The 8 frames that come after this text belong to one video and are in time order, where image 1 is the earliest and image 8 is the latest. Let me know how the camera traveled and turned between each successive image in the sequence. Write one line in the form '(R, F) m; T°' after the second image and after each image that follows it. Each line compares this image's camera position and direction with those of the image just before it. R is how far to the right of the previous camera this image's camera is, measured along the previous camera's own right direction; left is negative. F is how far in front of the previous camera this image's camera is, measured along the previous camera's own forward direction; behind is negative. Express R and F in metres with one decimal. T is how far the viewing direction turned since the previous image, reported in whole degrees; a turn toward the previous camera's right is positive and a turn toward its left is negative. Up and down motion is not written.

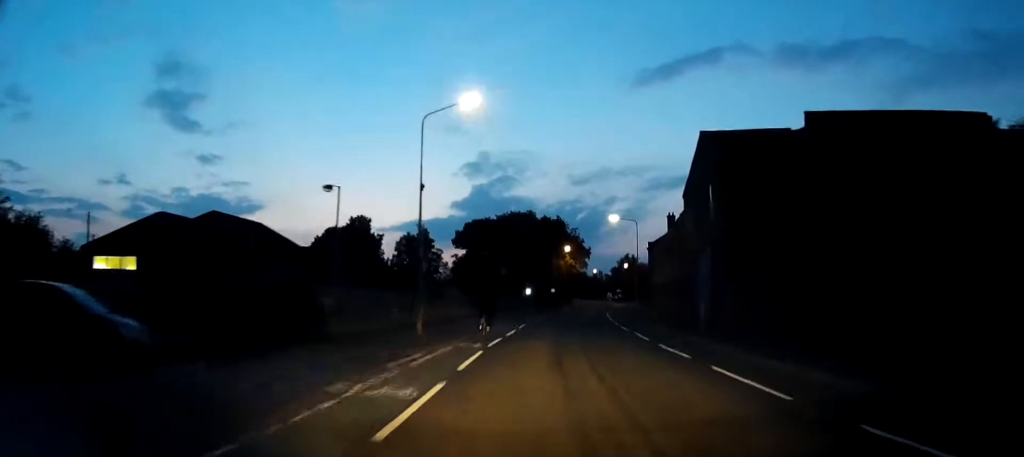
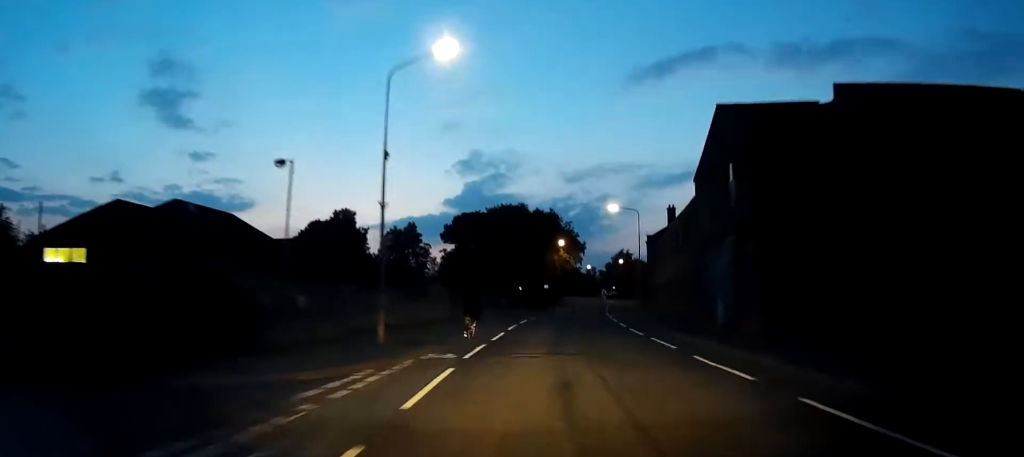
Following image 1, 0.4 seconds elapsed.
(-0.1, +4.6) m; +1°
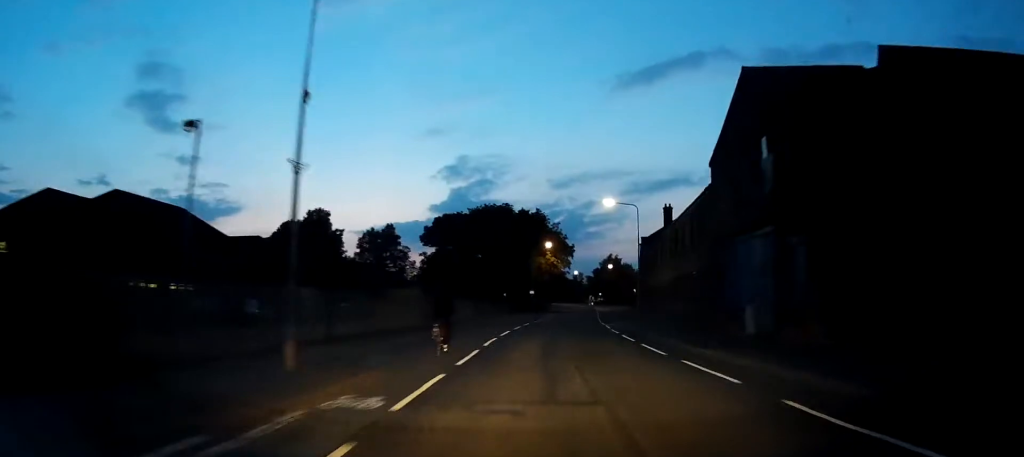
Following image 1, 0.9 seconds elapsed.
(+0.3, +6.4) m; +1°
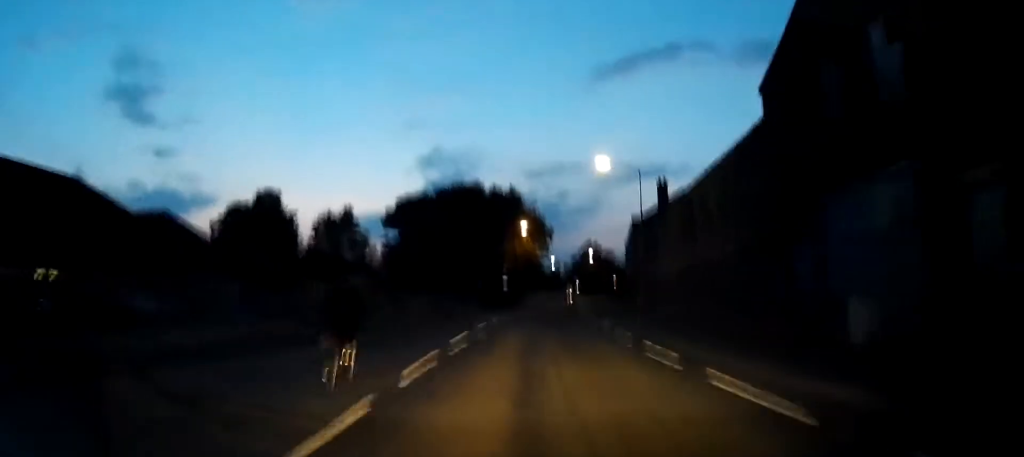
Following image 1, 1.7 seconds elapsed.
(+0.3, +10.8) m; +3°
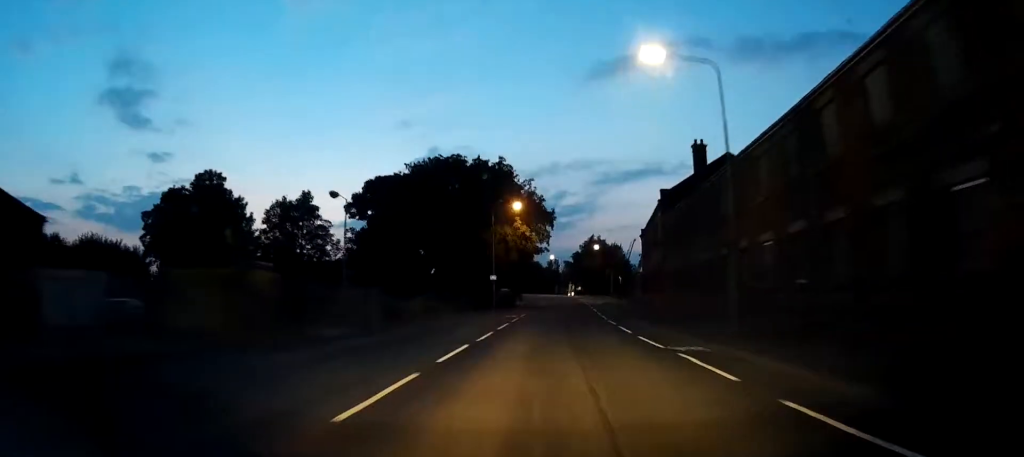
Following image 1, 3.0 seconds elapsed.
(+0.6, +17.2) m; +4°
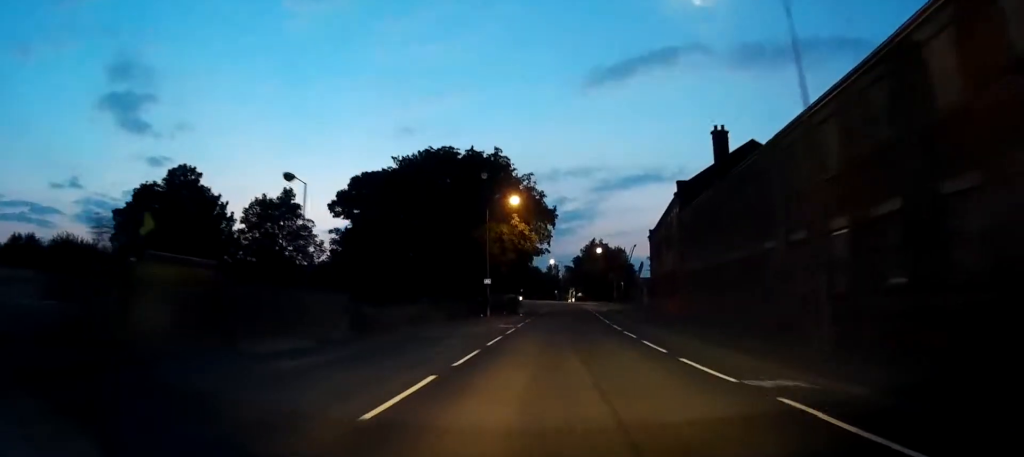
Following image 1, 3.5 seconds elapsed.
(+0.1, +6.2) m; +1°
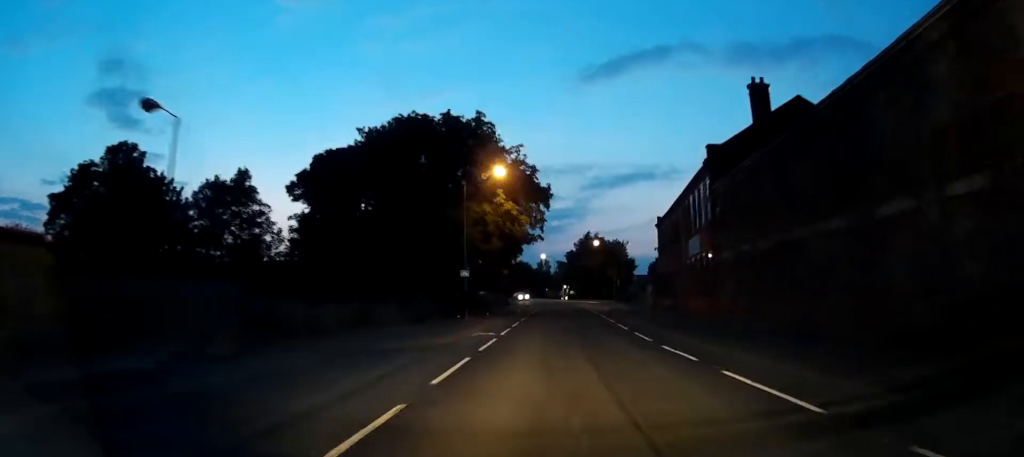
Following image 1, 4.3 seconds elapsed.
(+0.1, +10.2) m; -1°
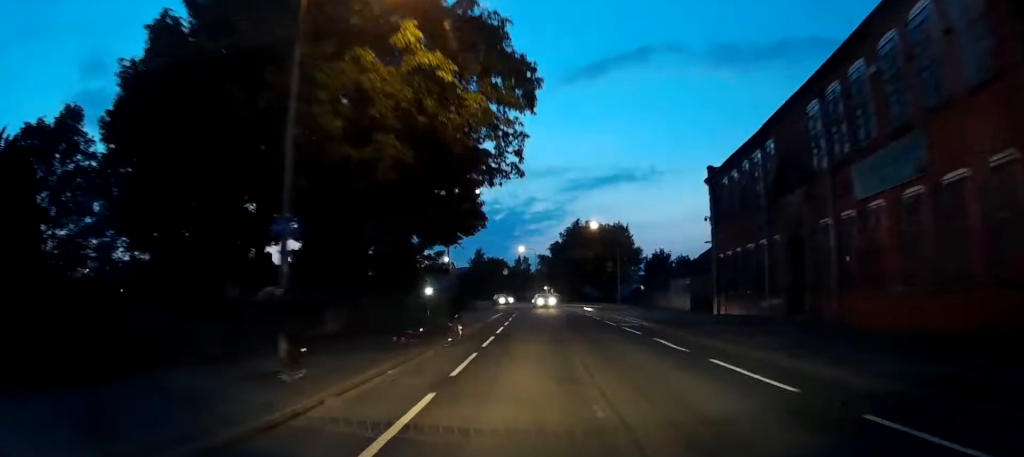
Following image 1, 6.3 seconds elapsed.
(-0.9, +26.1) m; -3°
